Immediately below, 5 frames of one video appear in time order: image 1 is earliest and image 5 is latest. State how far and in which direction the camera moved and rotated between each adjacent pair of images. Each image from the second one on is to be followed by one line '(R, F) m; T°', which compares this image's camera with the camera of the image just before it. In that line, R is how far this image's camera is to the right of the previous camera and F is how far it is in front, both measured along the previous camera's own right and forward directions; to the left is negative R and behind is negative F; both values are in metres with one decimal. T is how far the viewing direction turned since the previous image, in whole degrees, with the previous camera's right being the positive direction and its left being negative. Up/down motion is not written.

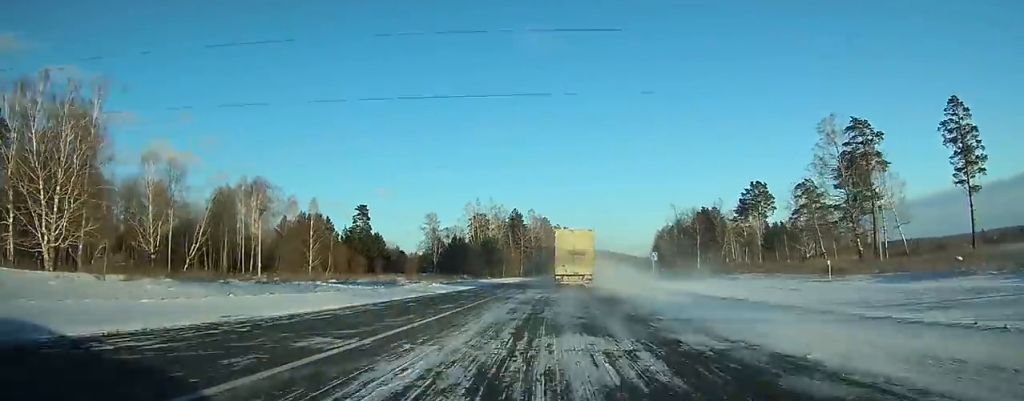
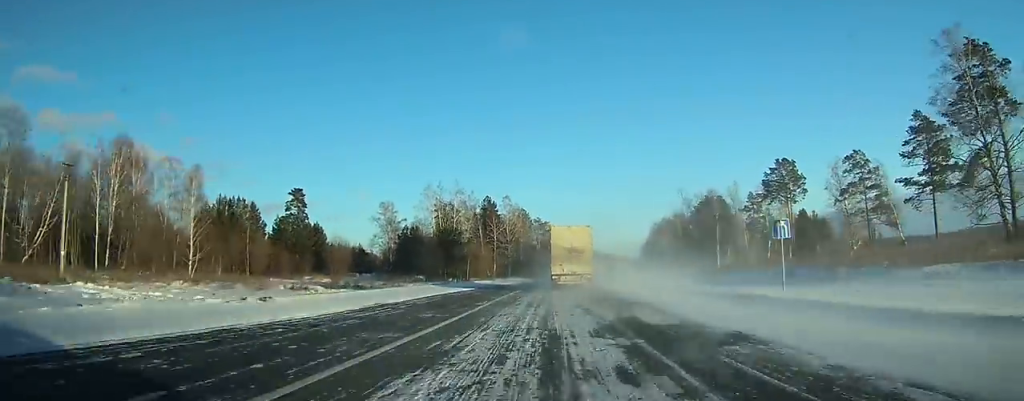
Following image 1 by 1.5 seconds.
(+0.4, +32.0) m; +2°
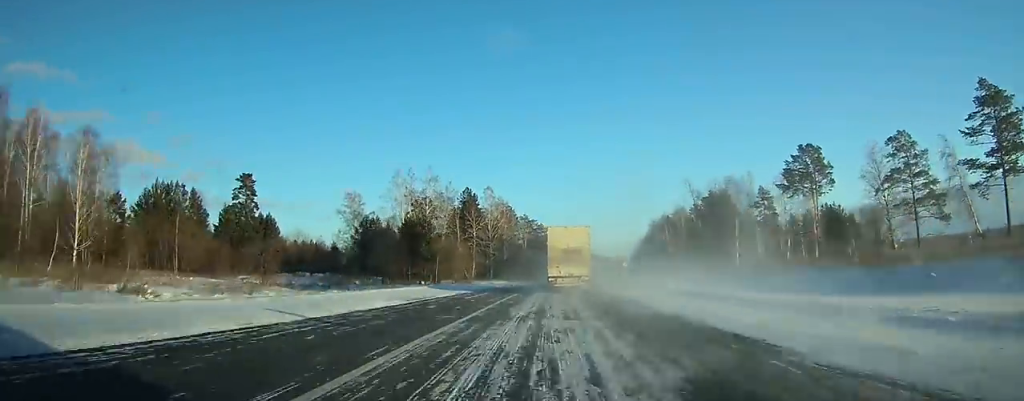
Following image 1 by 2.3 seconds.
(+0.2, +18.7) m; +1°
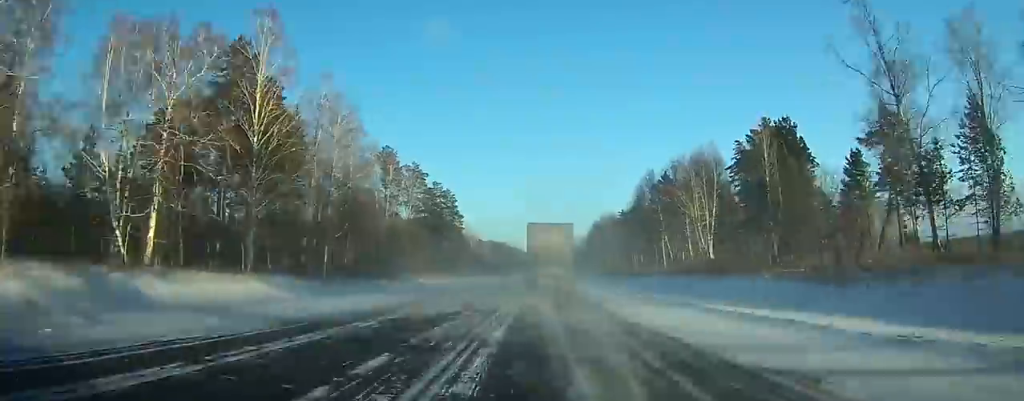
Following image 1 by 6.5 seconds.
(+6.6, +89.1) m; +8°
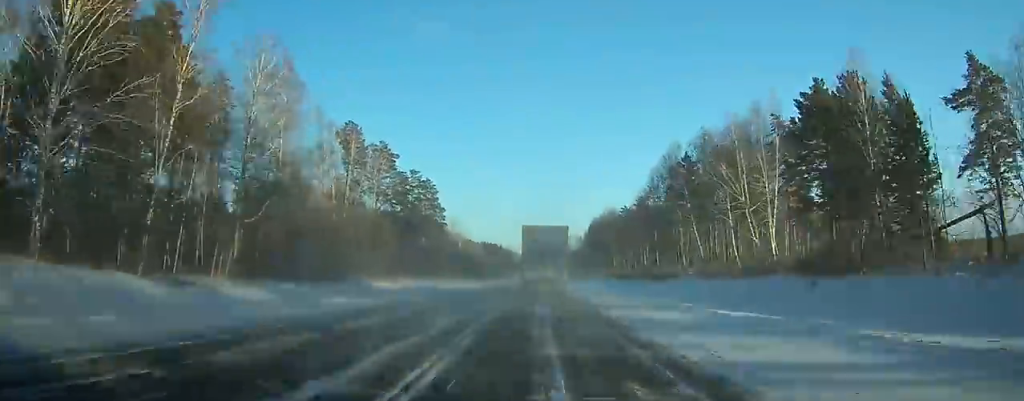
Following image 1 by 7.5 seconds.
(+0.3, +21.3) m; +1°
